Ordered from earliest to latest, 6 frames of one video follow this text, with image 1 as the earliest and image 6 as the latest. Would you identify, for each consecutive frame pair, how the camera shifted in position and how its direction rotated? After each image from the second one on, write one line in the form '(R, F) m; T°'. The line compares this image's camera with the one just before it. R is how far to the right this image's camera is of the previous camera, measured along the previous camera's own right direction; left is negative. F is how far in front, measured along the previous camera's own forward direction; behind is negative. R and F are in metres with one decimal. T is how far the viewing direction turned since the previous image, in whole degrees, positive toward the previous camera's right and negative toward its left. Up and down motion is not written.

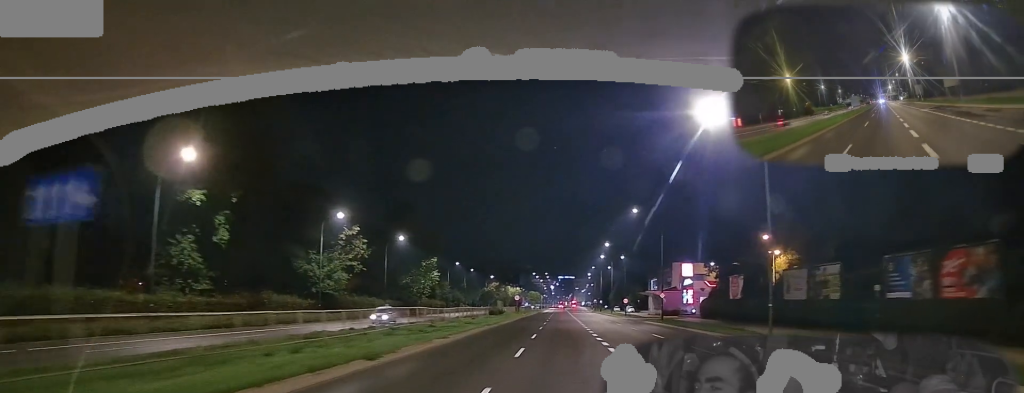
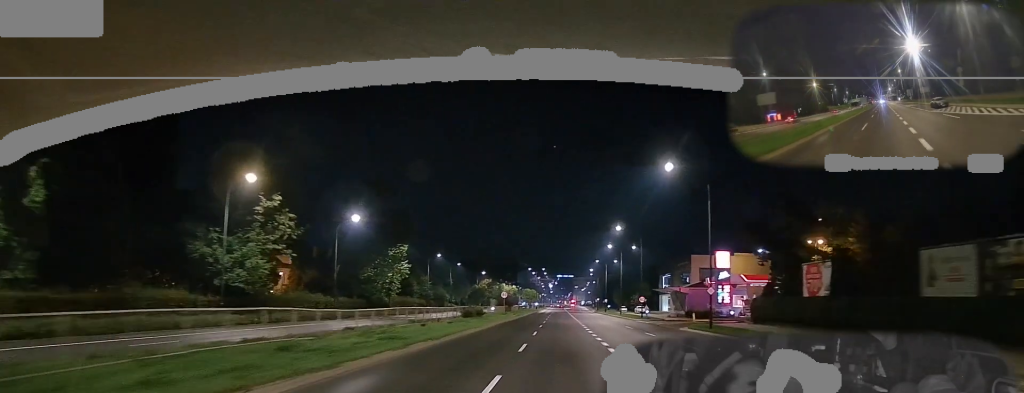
(0.0, +21.0) m; +1°
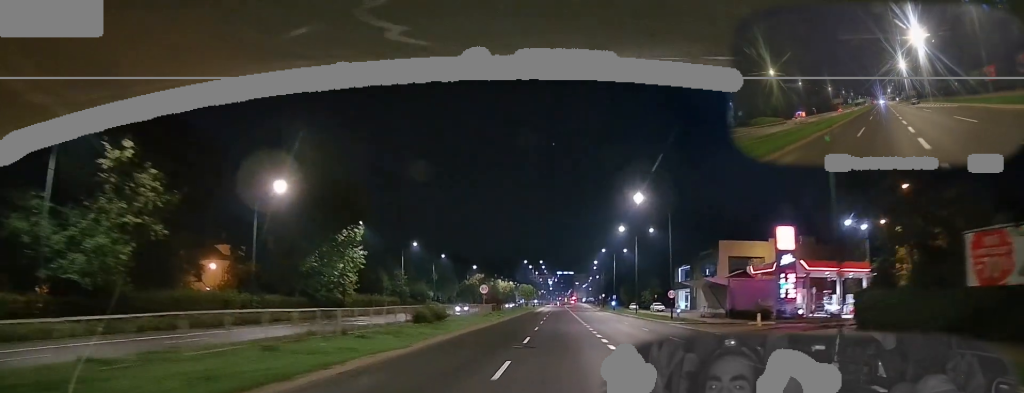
(+0.3, +20.5) m; -1°
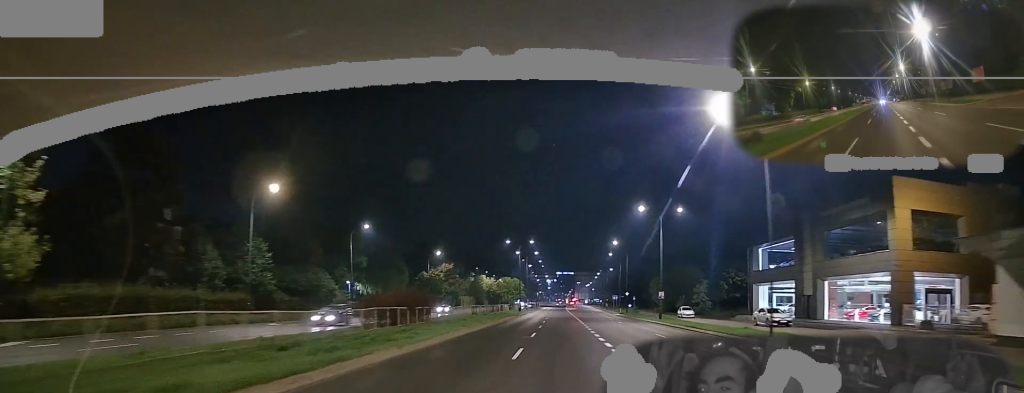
(-0.7, +54.0) m; +1°
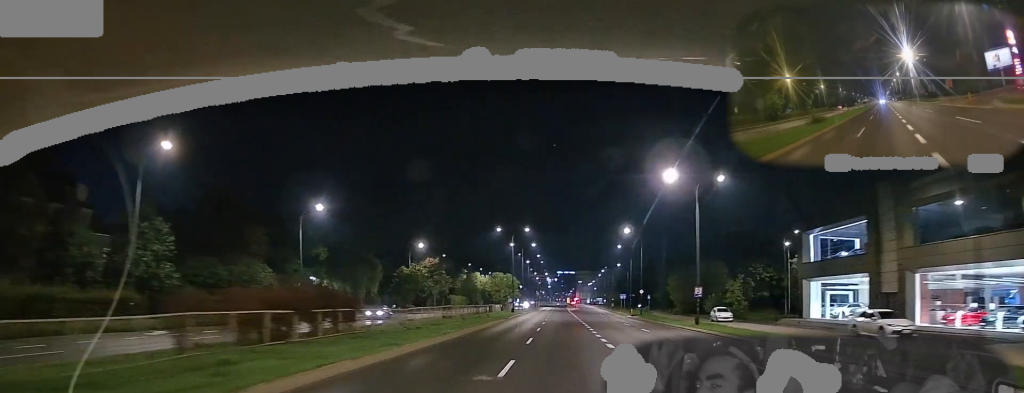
(+0.1, +16.7) m; +1°
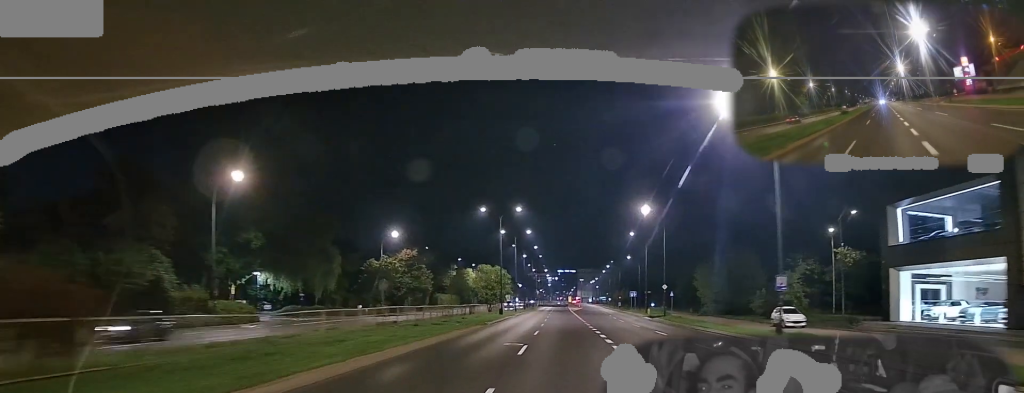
(+0.1, +17.9) m; -1°
